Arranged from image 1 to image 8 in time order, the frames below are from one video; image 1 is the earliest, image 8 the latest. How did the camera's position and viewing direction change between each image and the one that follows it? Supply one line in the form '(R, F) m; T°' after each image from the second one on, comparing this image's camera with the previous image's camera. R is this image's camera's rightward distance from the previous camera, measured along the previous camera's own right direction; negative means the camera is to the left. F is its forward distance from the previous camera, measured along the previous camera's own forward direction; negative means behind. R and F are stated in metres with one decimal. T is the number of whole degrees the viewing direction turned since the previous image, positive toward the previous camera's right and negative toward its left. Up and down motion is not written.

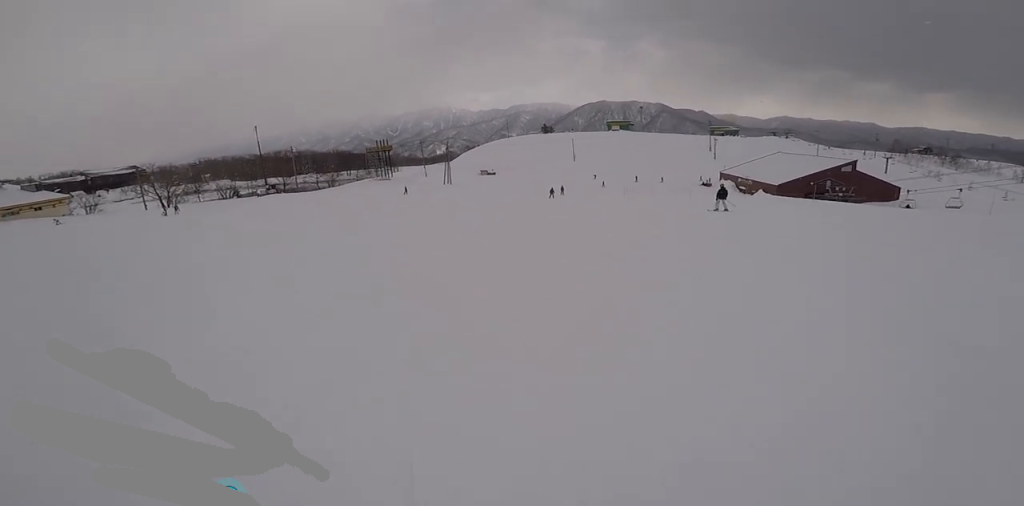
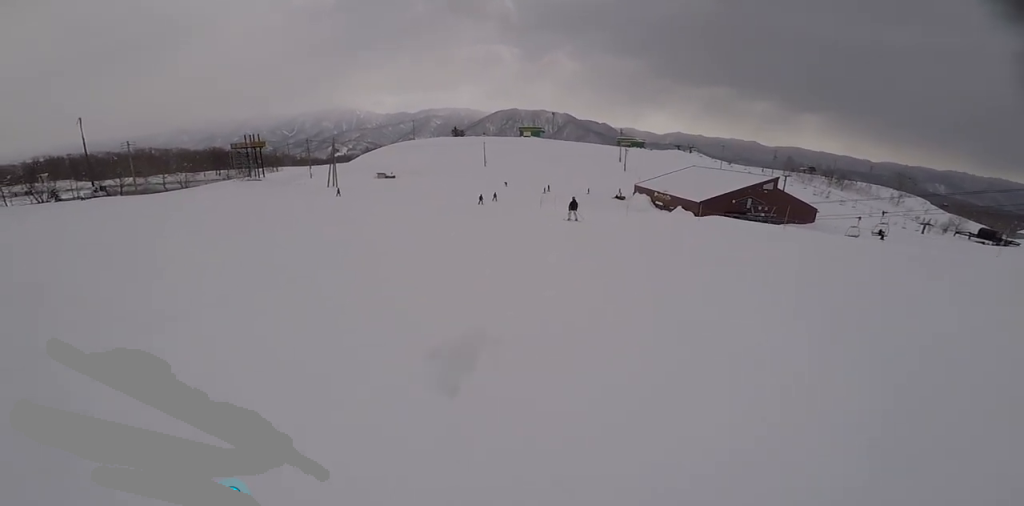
(+2.3, +10.8) m; +5°
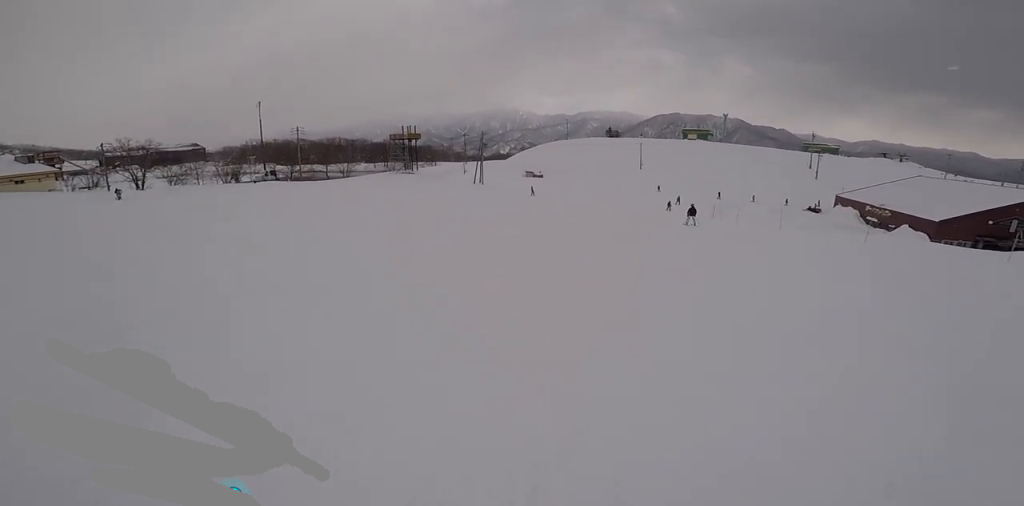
(-1.7, +9.7) m; -12°
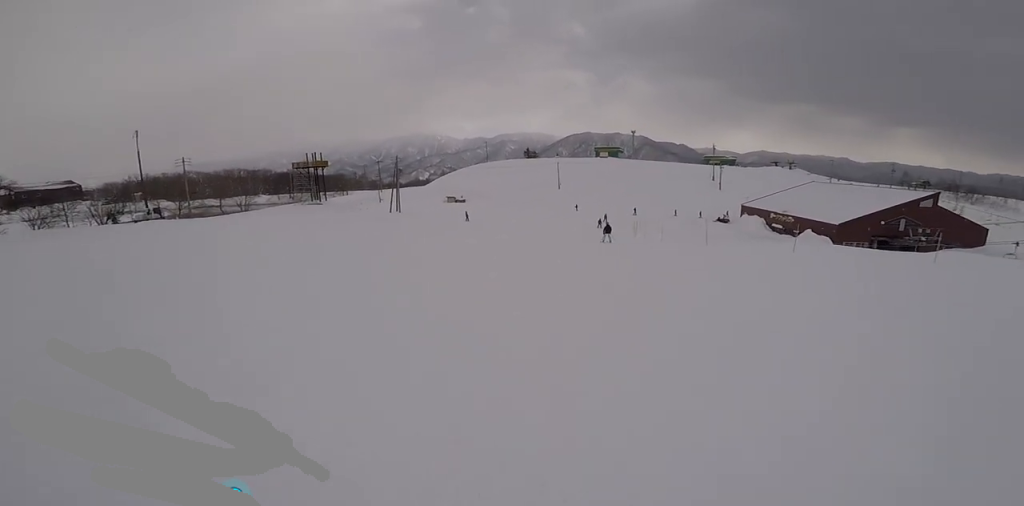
(-0.1, +2.5) m; +4°
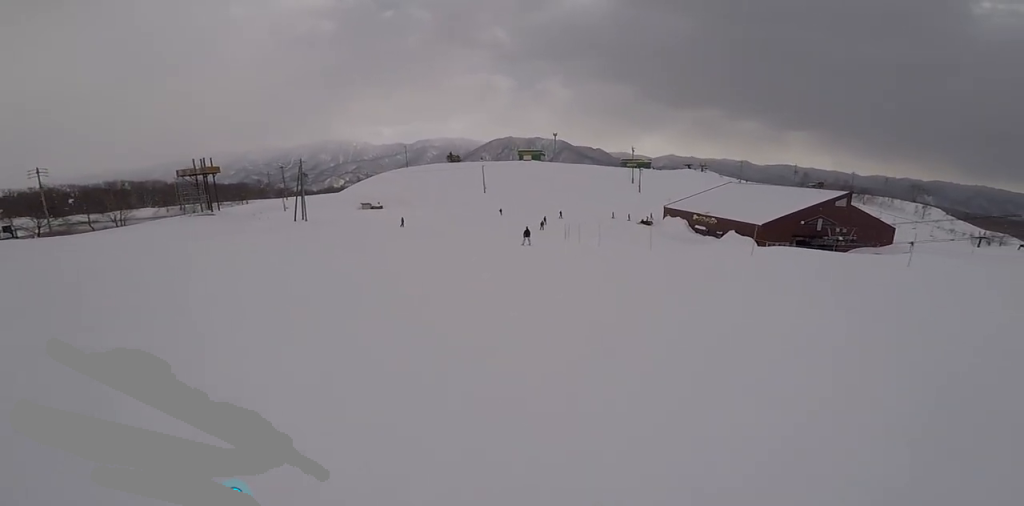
(+0.2, +4.0) m; +8°
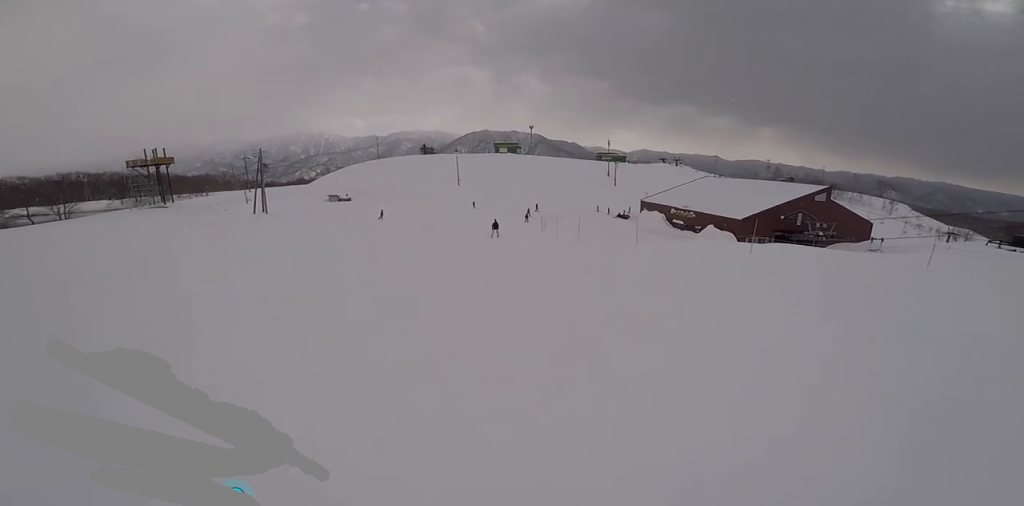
(+0.2, +2.7) m; +6°
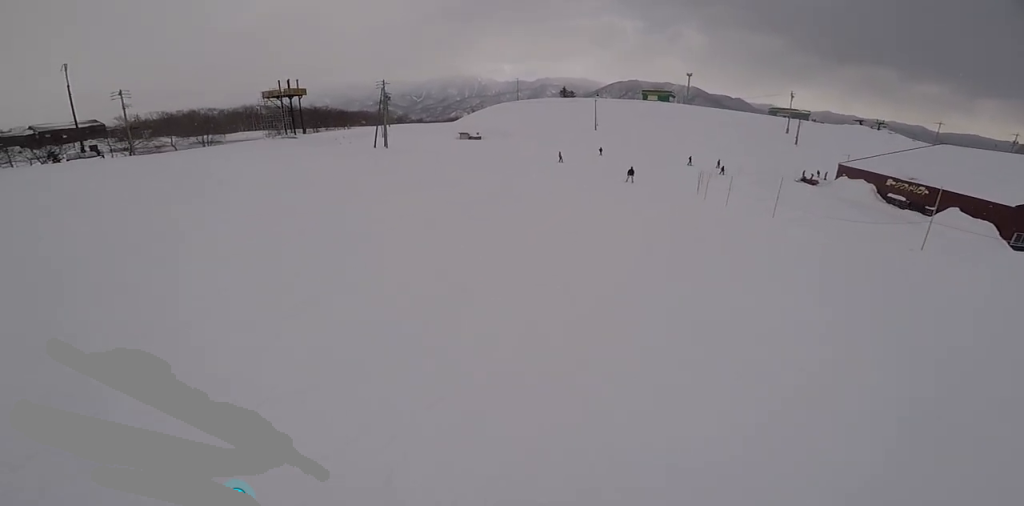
(-0.4, +10.5) m; -15°
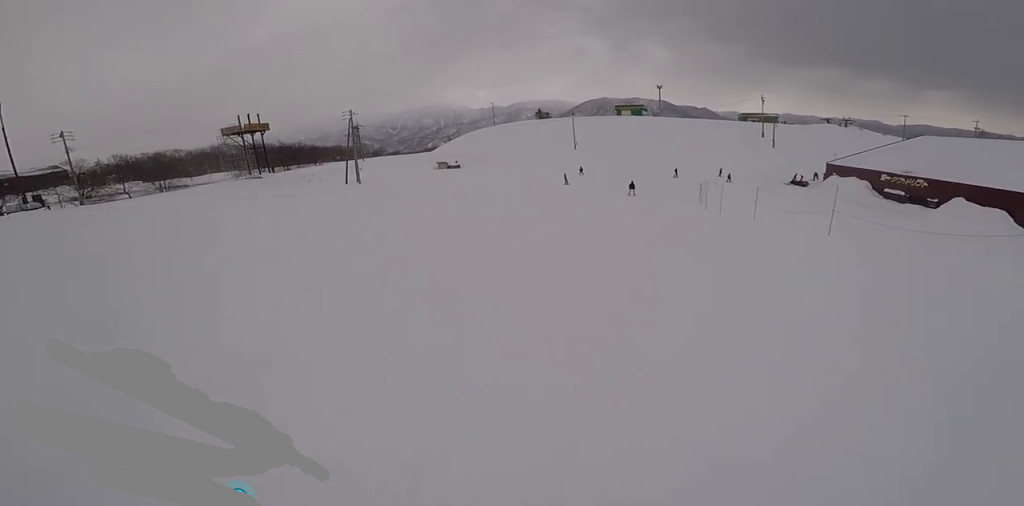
(-0.5, +4.1) m; -5°
